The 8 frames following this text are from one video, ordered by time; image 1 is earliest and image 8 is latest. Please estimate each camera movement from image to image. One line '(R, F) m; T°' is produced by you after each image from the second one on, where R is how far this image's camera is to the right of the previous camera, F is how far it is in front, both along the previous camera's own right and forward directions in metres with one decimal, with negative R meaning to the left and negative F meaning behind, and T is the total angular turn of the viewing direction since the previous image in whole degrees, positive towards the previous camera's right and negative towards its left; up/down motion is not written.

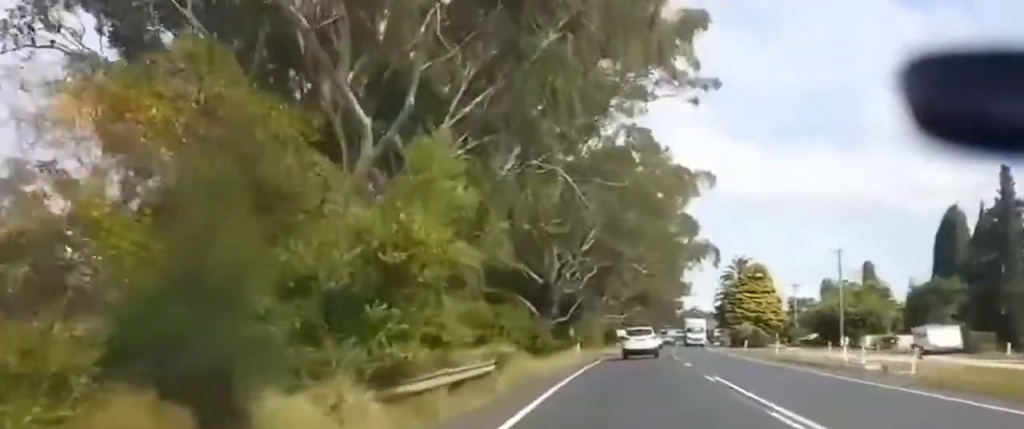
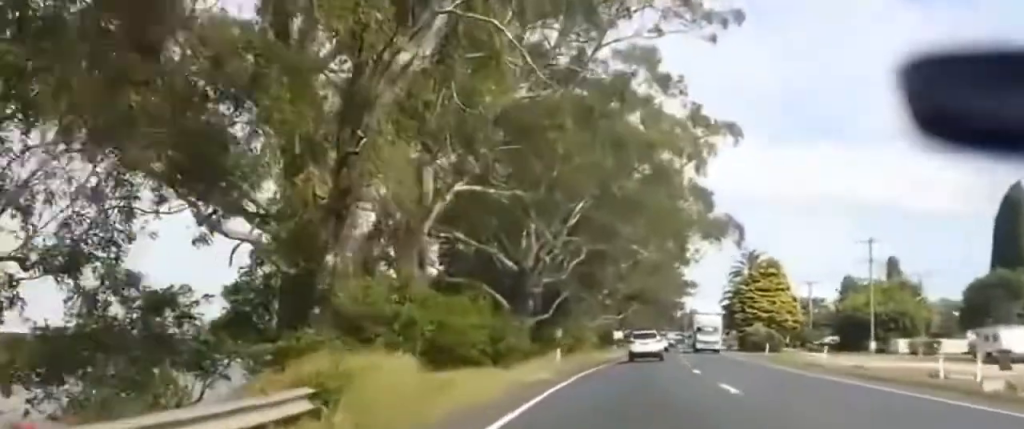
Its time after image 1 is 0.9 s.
(+0.2, +15.7) m; -2°
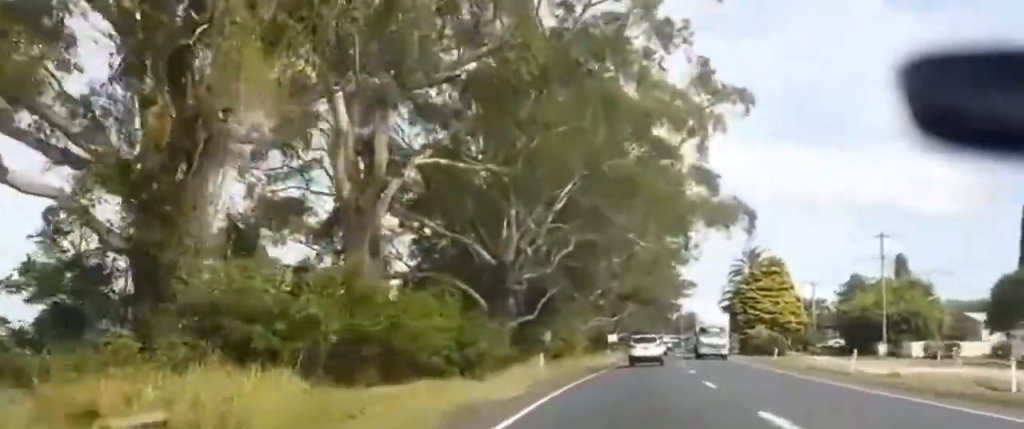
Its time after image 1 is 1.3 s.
(-0.2, +7.0) m; 0°
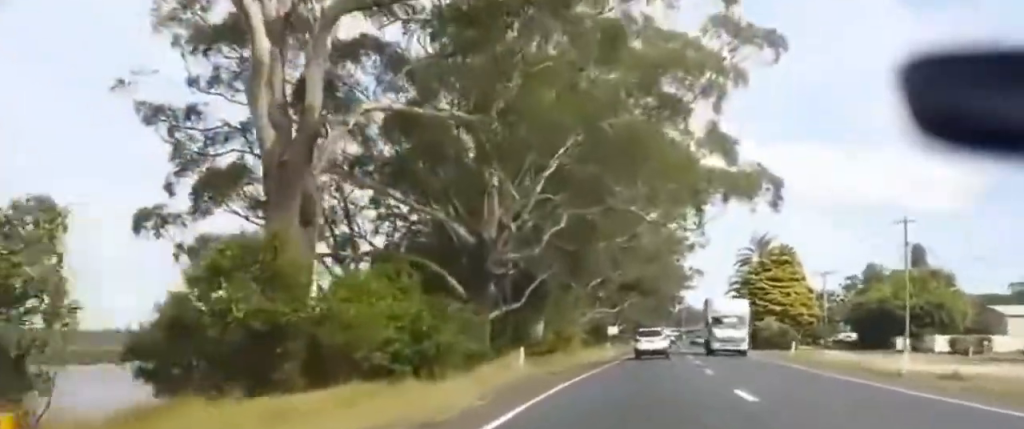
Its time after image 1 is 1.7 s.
(-0.4, +7.5) m; 0°
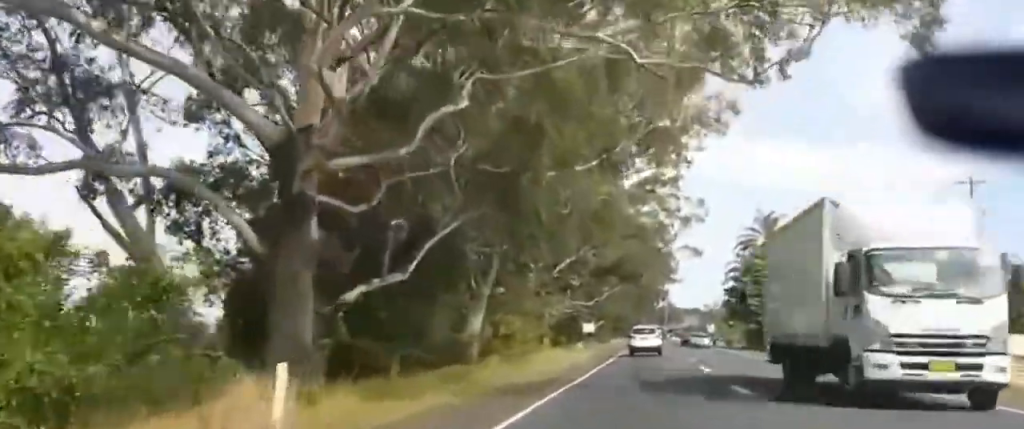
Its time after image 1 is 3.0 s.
(+0.8, +22.1) m; +5°
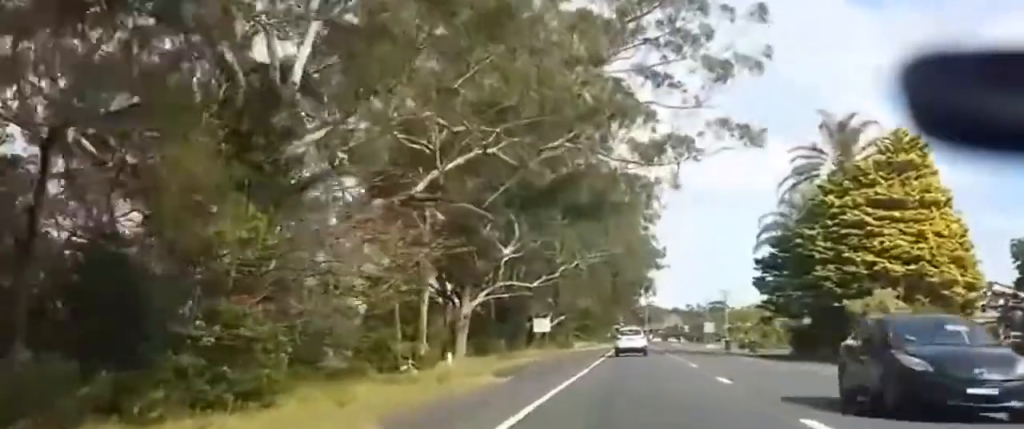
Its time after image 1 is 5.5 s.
(+0.1, +44.3) m; +1°
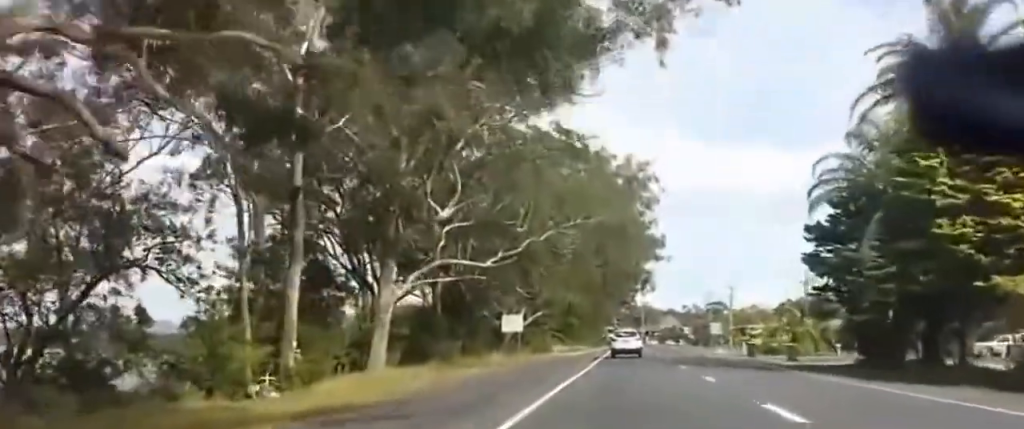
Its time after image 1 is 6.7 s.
(+0.4, +20.9) m; 0°
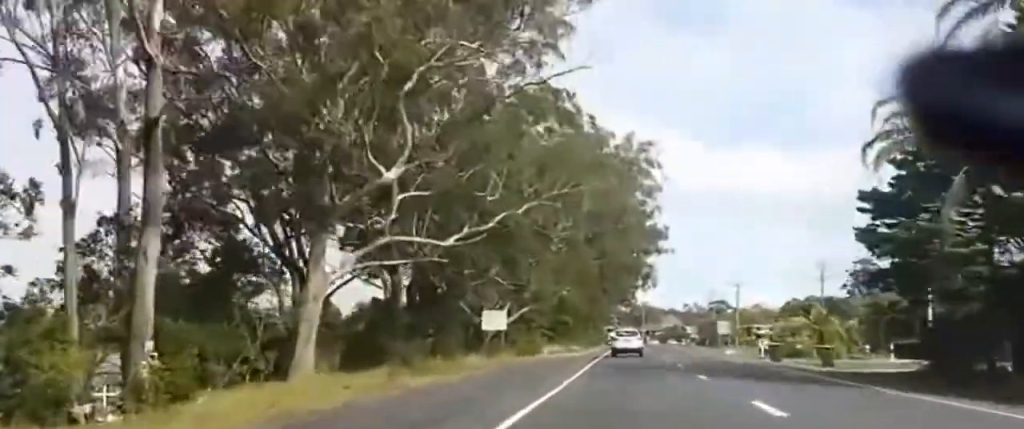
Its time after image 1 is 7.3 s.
(-0.1, +10.5) m; 0°
